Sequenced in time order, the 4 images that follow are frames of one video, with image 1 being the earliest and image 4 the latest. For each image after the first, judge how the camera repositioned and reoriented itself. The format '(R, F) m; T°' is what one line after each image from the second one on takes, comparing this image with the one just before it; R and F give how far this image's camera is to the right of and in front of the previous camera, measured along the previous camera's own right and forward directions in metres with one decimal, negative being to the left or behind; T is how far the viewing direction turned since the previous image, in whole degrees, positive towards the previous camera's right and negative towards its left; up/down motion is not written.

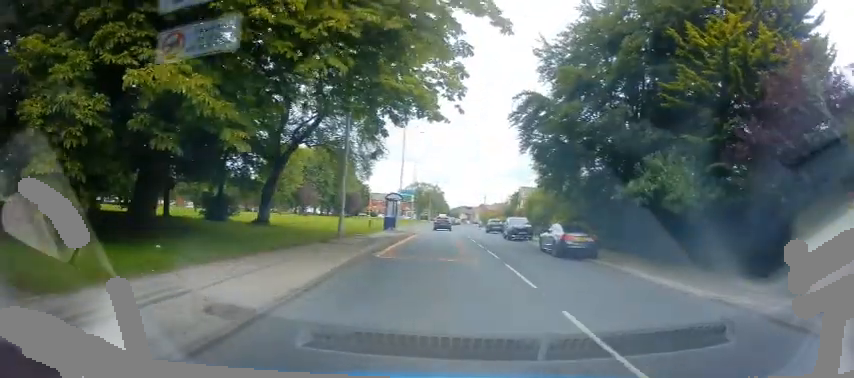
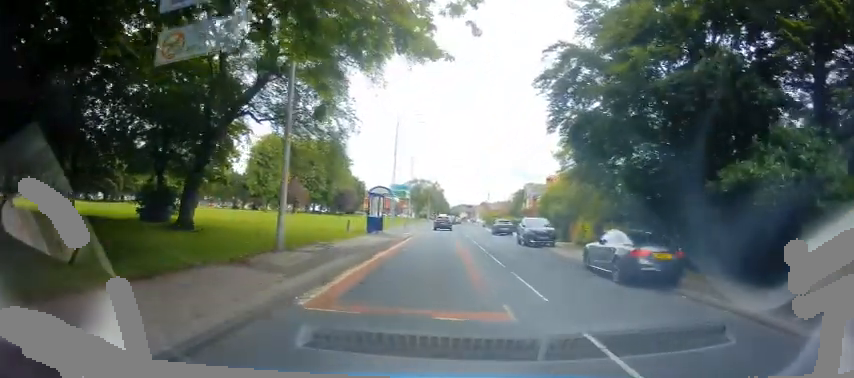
(-0.1, +7.6) m; -1°
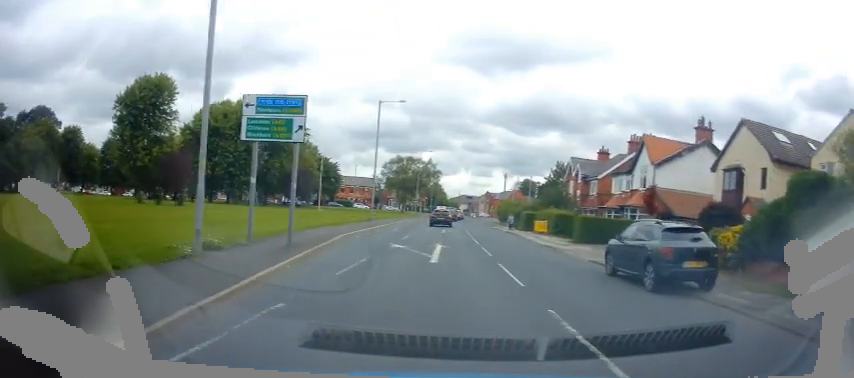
(-0.2, +33.3) m; 0°
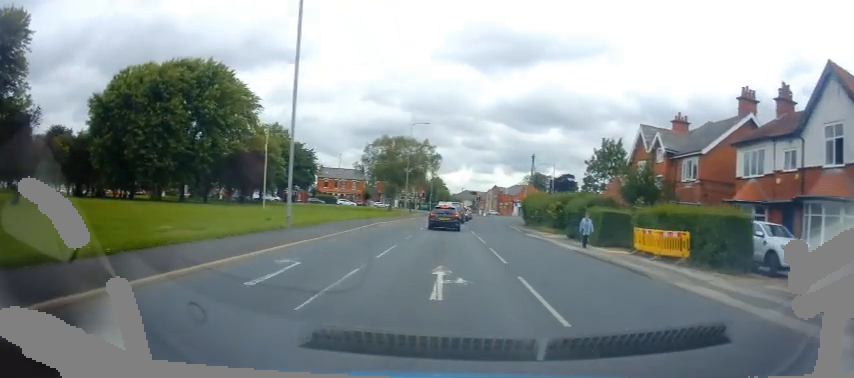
(-0.1, +21.3) m; -1°
